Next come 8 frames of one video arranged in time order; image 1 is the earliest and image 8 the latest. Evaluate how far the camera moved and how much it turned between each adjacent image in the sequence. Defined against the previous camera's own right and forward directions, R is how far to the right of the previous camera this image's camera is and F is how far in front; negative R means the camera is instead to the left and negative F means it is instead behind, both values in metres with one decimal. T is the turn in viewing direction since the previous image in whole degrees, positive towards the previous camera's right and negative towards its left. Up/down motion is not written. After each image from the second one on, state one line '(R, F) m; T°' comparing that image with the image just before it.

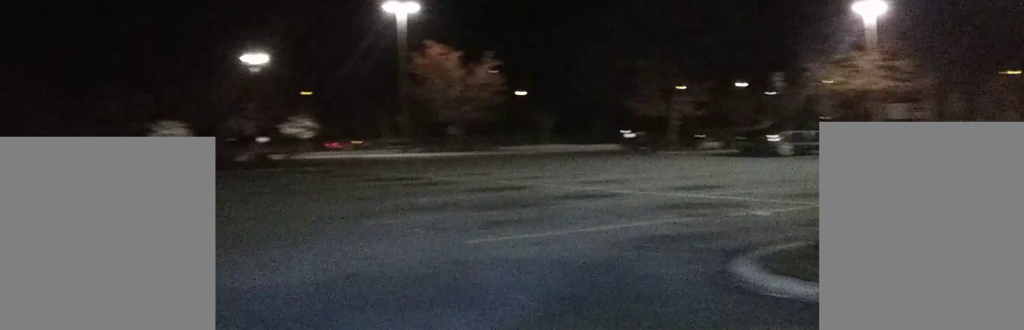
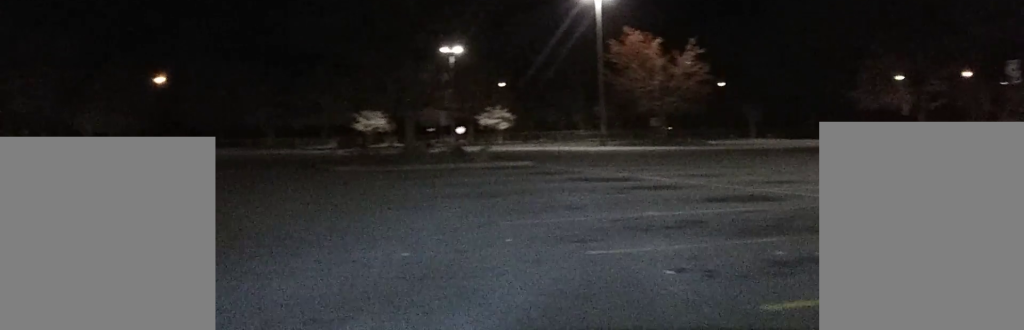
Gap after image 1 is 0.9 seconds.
(-0.6, +3.4) m; -15°
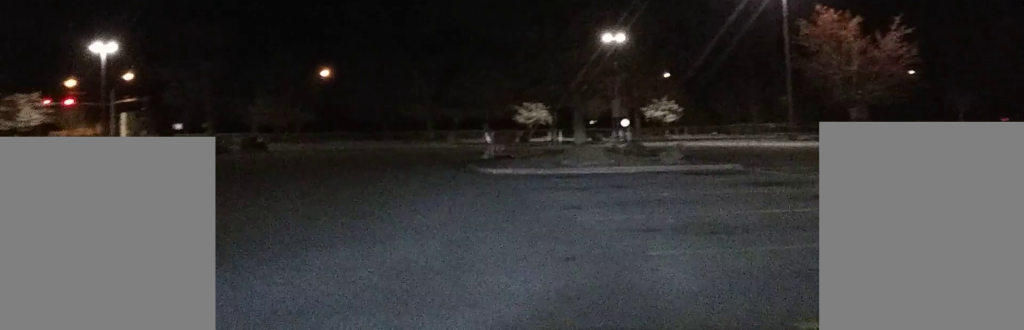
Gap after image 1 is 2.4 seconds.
(-0.8, +6.3) m; -10°
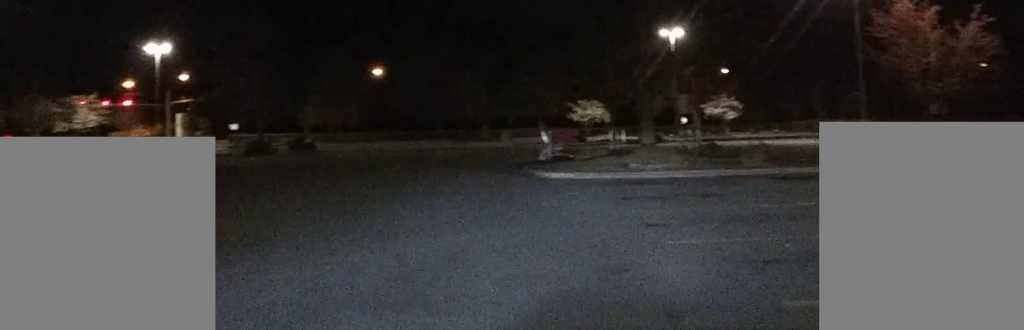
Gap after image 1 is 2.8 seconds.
(0.0, +2.3) m; -2°
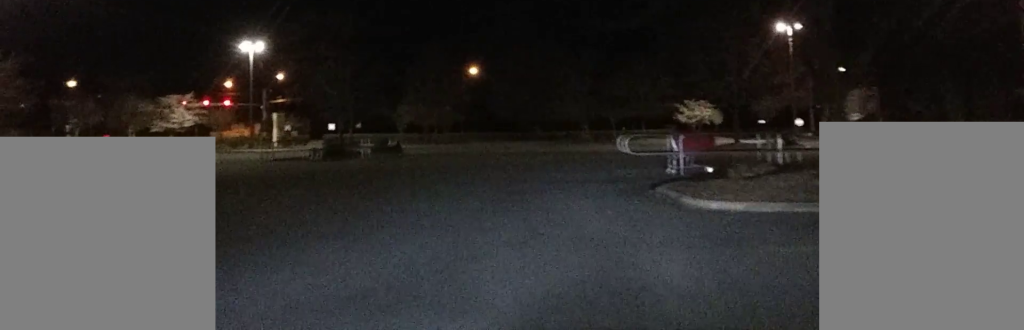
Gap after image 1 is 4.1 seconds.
(-0.3, +6.7) m; -7°
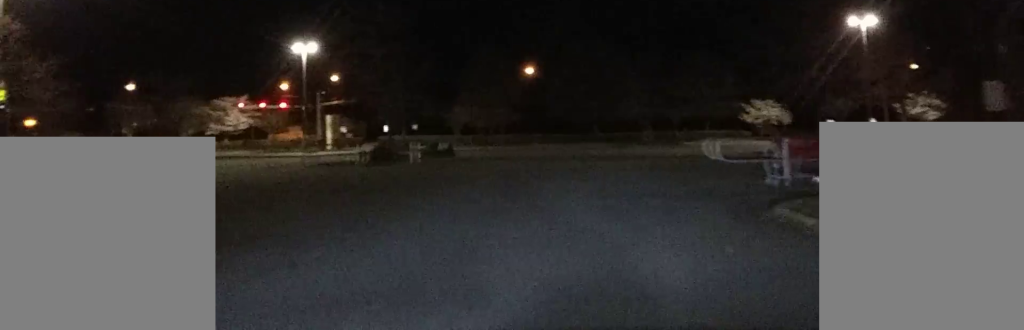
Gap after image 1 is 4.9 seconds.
(-0.2, +4.4) m; -6°
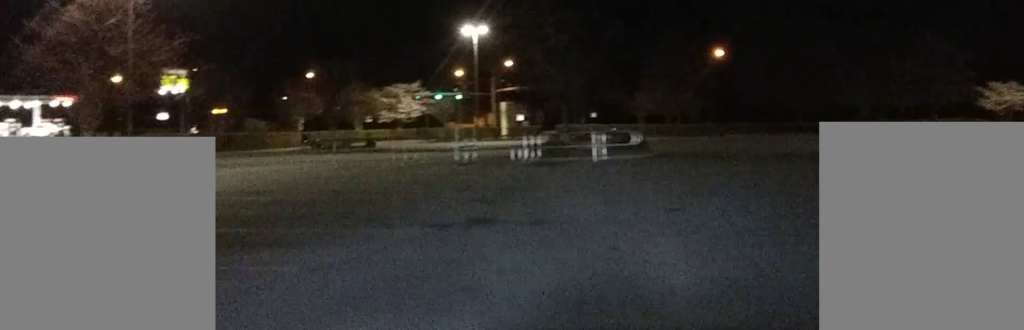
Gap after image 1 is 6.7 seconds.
(-1.0, +10.4) m; -10°
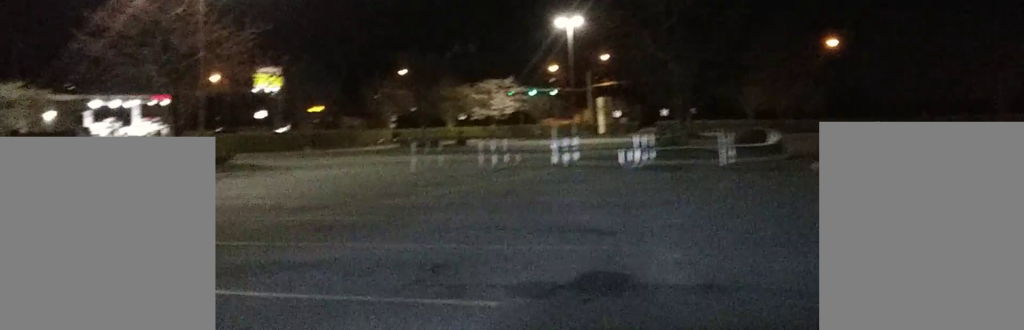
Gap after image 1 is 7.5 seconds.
(0.0, +4.6) m; -6°
